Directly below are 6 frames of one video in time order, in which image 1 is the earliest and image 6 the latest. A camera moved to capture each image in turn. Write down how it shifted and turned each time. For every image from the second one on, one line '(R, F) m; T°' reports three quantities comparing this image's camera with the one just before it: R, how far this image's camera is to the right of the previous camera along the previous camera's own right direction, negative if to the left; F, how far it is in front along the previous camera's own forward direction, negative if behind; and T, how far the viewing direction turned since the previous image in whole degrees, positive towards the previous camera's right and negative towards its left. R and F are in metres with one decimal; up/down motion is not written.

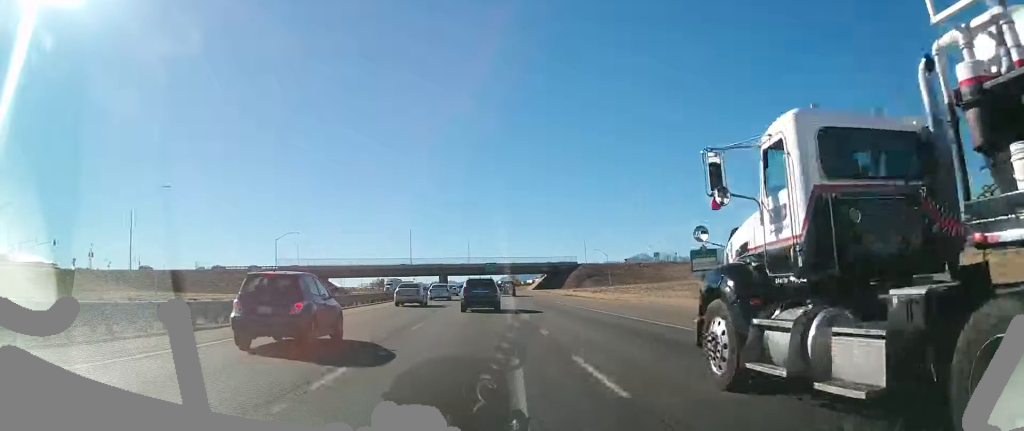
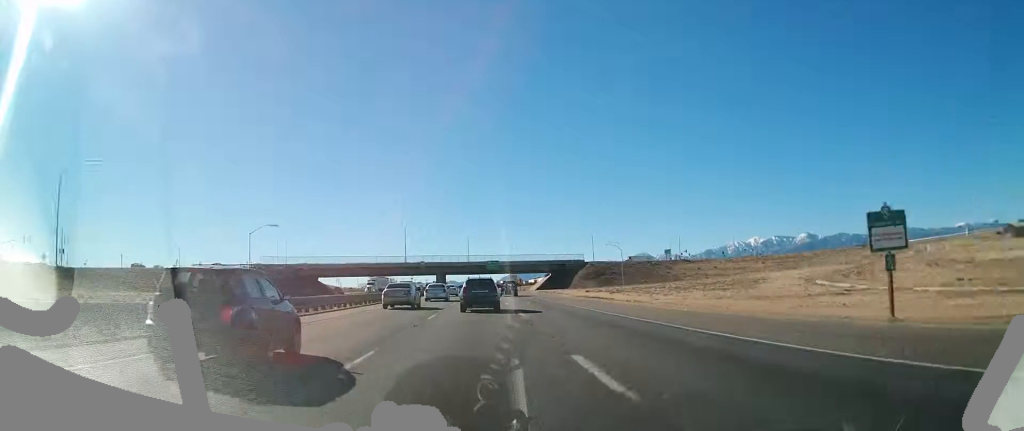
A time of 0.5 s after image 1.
(-0.1, +14.6) m; 0°
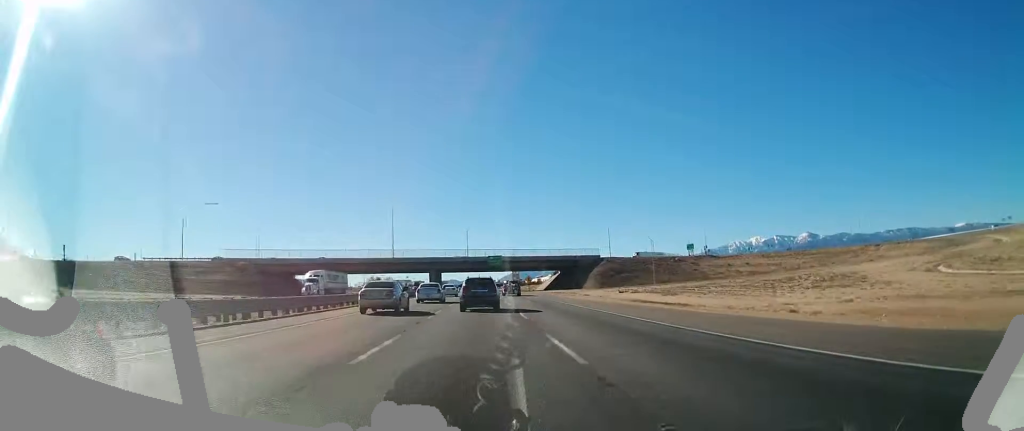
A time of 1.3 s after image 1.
(-0.2, +26.1) m; 0°
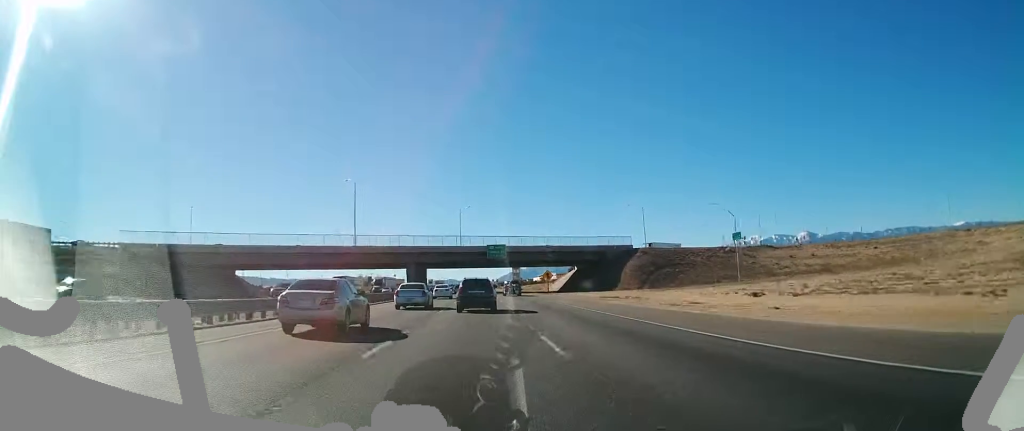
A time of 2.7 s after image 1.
(0.0, +42.9) m; 0°
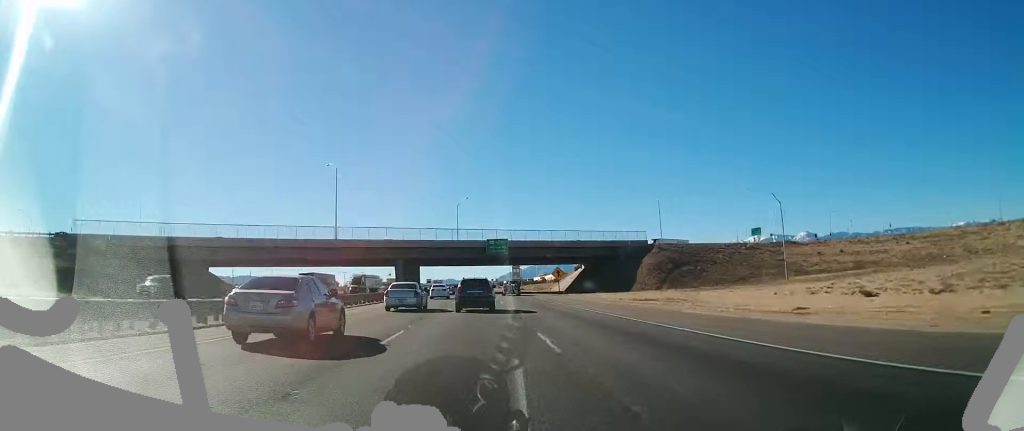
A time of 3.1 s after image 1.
(0.0, +13.6) m; 0°
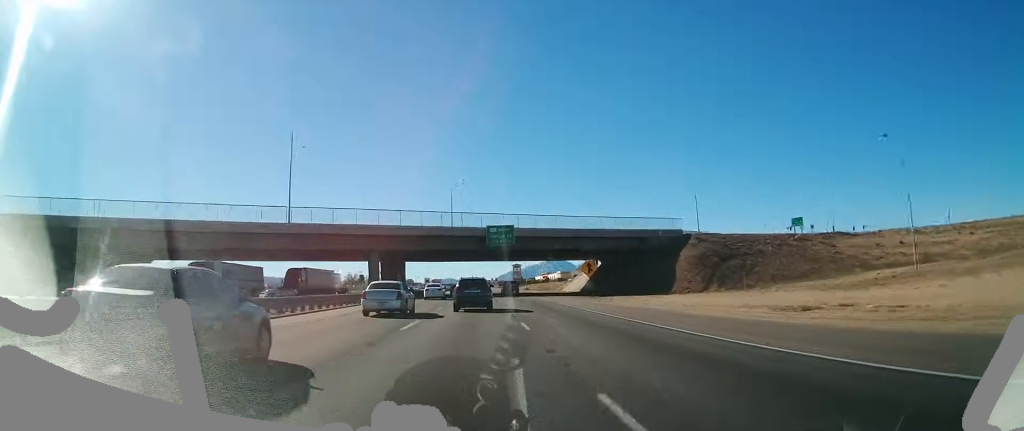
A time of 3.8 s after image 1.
(0.0, +23.2) m; 0°
